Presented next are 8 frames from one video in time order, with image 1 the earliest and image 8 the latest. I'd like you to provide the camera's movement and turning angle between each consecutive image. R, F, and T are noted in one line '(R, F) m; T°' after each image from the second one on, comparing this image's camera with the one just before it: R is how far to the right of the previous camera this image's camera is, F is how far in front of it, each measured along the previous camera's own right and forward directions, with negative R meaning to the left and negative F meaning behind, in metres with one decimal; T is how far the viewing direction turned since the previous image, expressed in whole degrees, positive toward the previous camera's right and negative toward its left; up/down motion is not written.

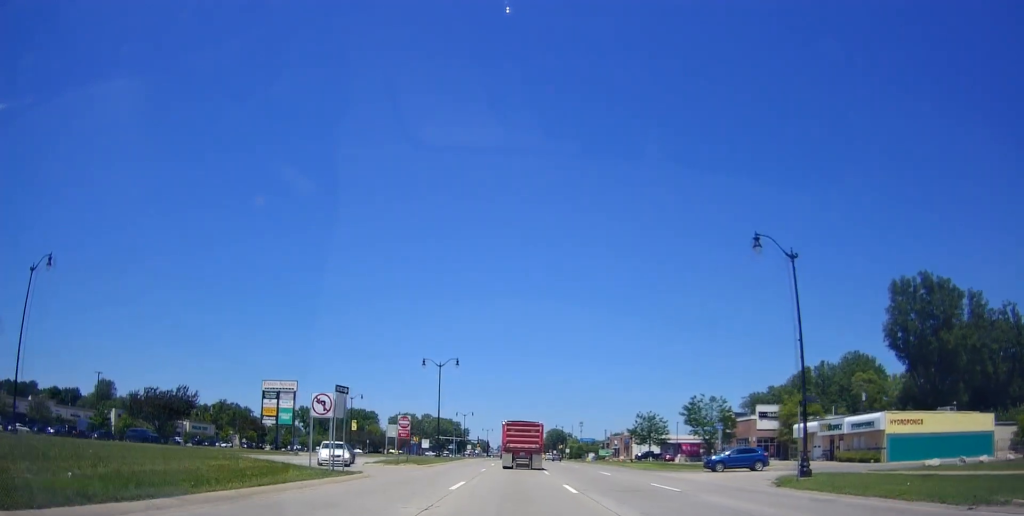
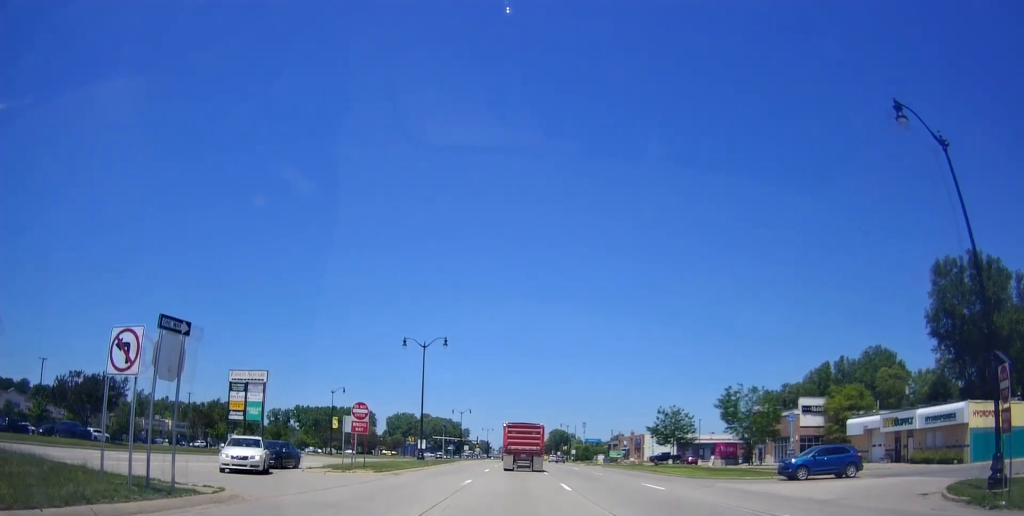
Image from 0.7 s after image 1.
(0.0, +12.5) m; 0°
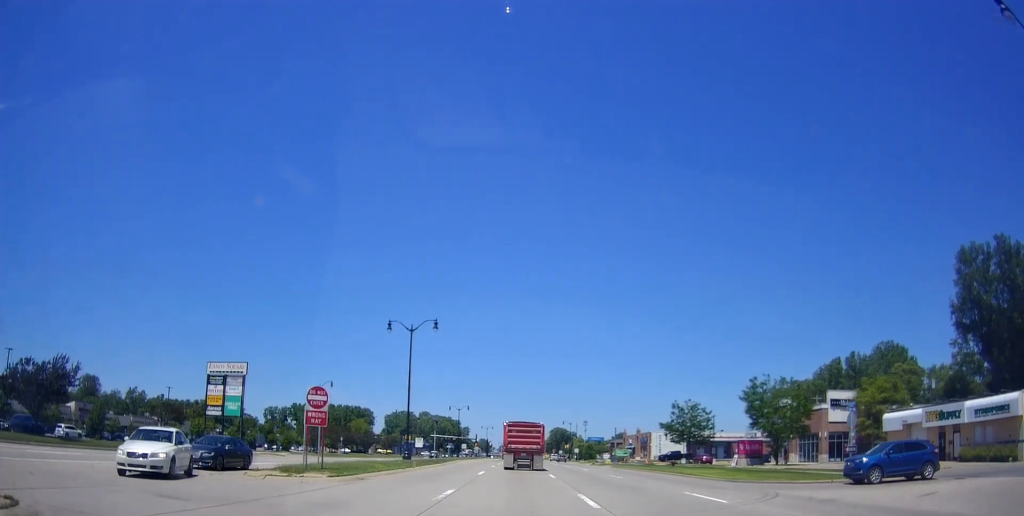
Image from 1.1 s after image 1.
(0.0, +6.7) m; -1°
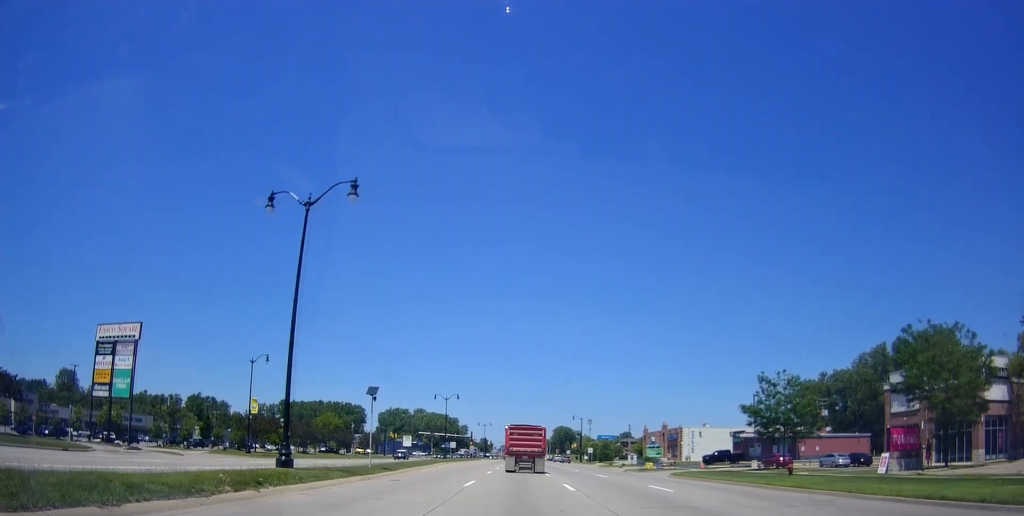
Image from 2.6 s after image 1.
(-1.0, +24.5) m; -1°
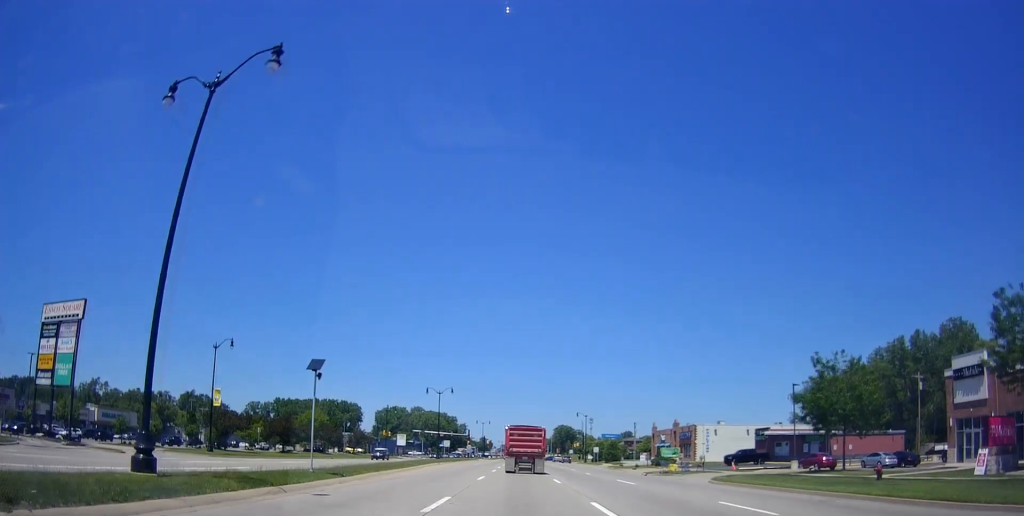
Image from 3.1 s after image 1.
(+0.4, +8.8) m; +1°
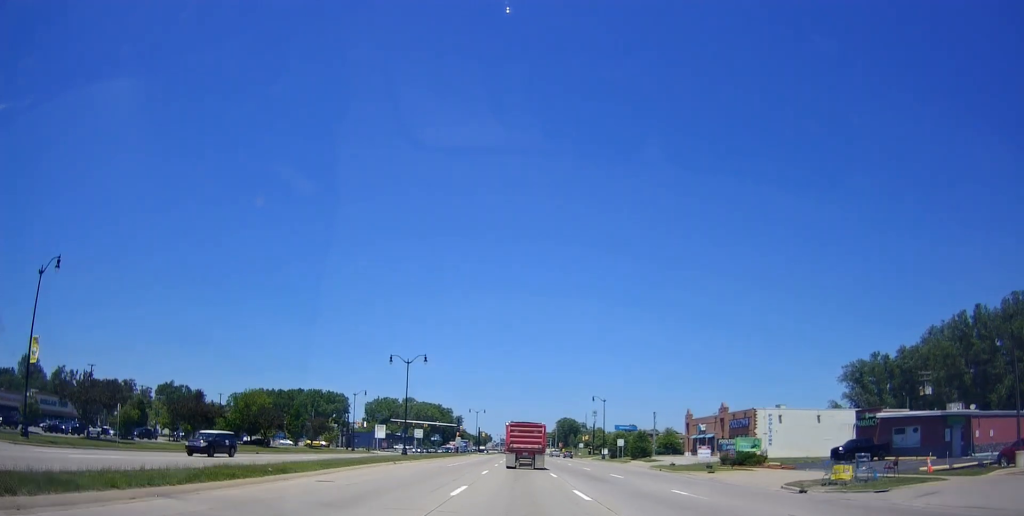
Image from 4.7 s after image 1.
(+0.6, +26.2) m; +1°
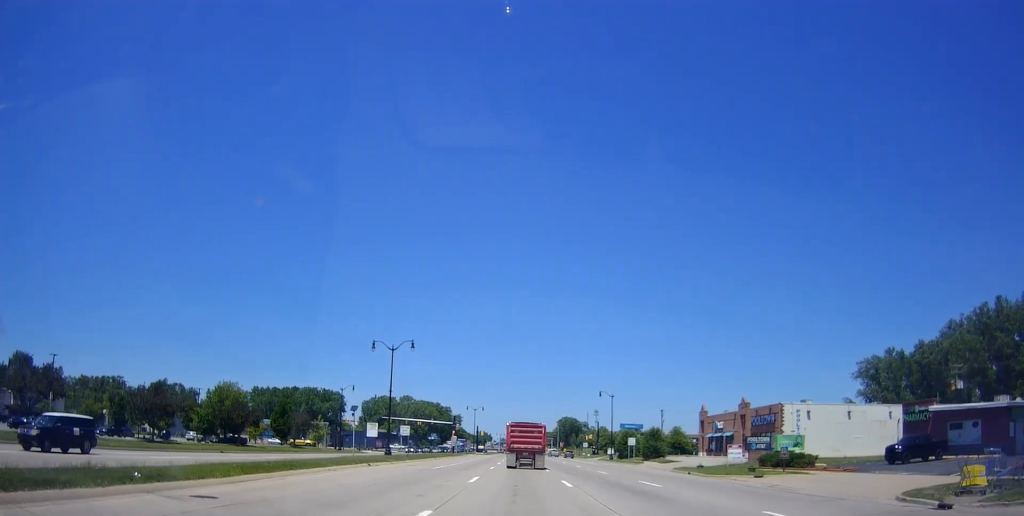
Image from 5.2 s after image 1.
(0.0, +8.1) m; 0°
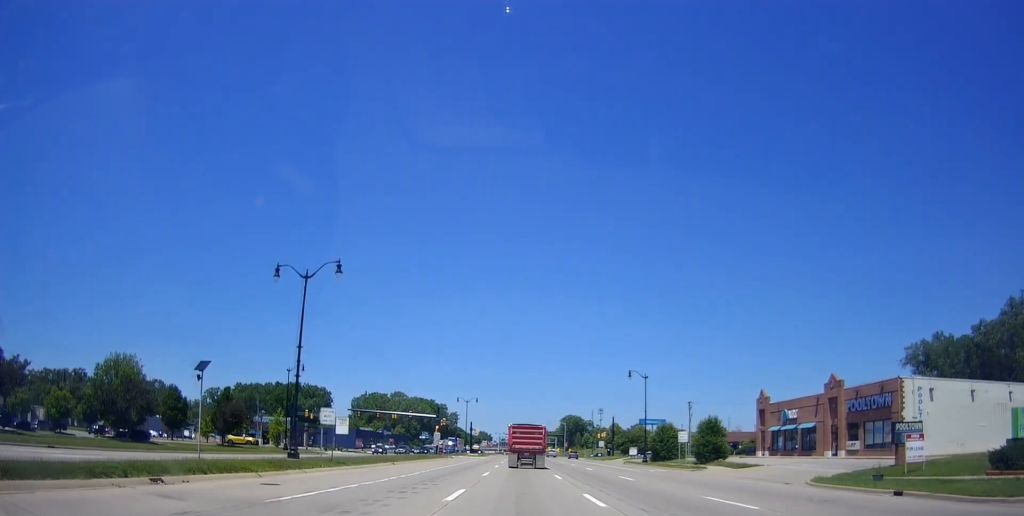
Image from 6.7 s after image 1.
(0.0, +24.4) m; 0°
